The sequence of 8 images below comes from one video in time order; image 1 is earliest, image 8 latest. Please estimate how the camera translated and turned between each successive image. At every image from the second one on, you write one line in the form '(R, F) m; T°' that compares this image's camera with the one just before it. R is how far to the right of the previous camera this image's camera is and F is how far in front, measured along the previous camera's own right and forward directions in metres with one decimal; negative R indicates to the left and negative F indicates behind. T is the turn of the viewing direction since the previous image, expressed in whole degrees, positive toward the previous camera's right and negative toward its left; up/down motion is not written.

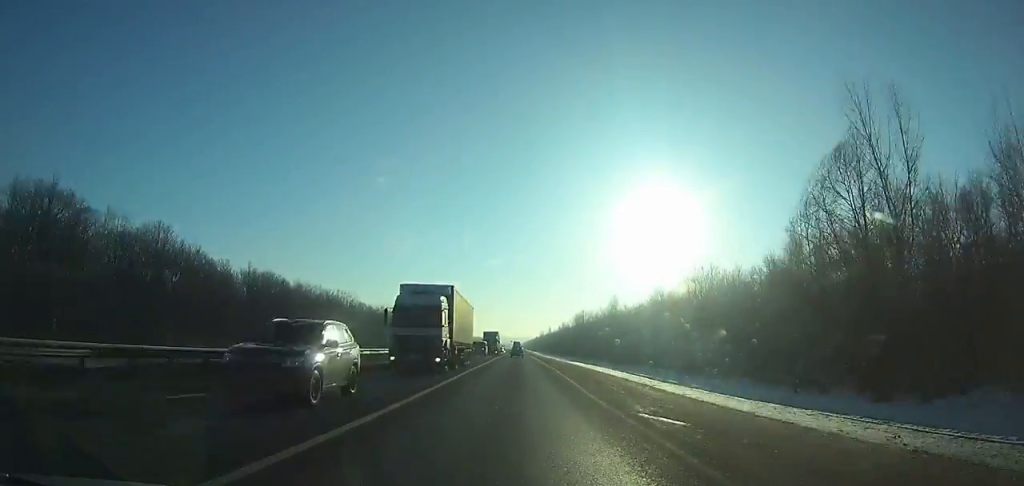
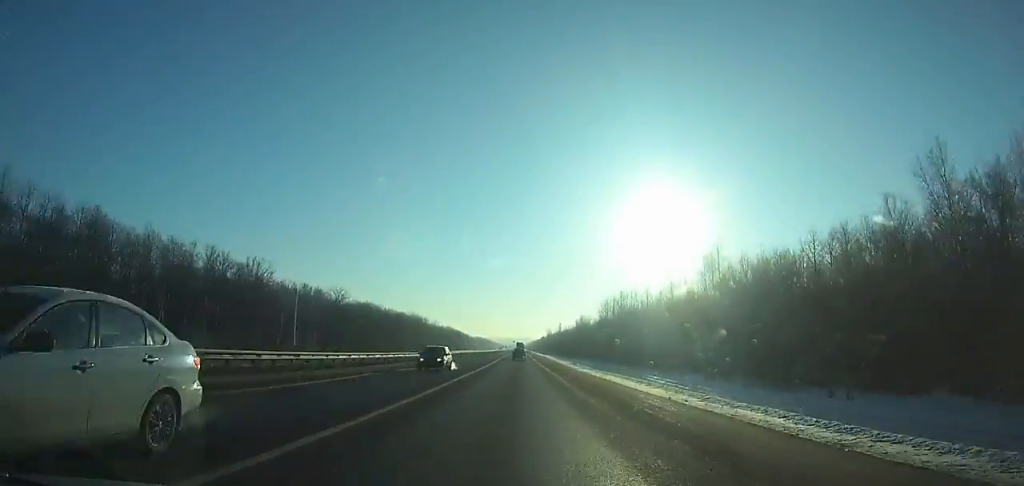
(0.0, +70.5) m; 0°
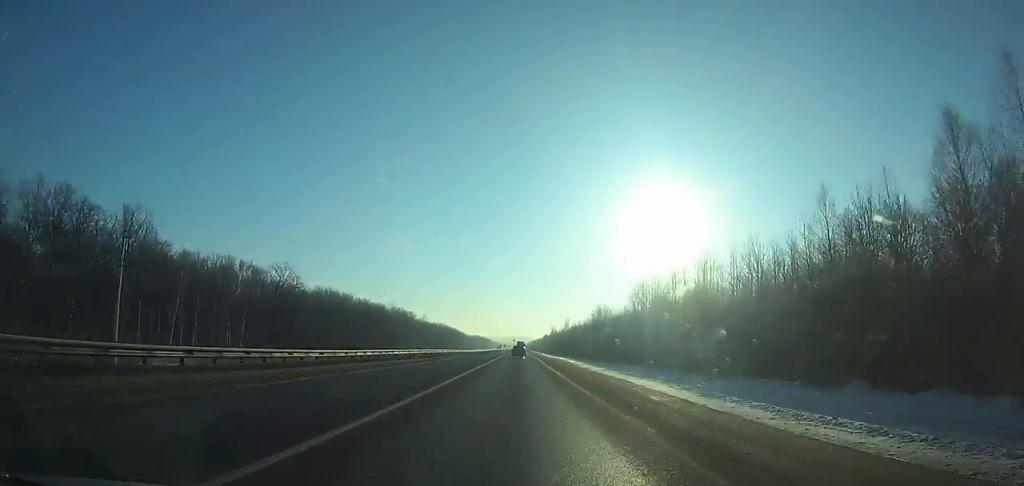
(0.0, +44.6) m; 0°
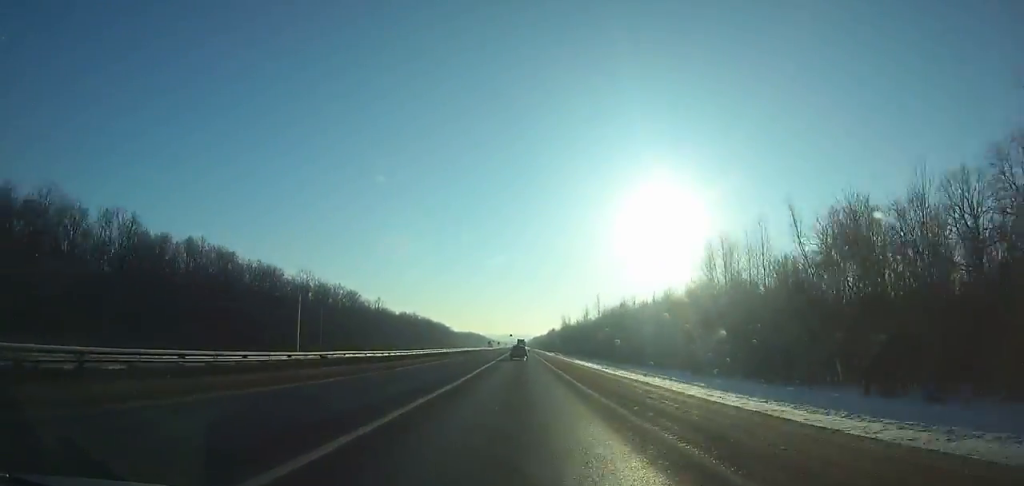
(+0.1, +99.7) m; 0°
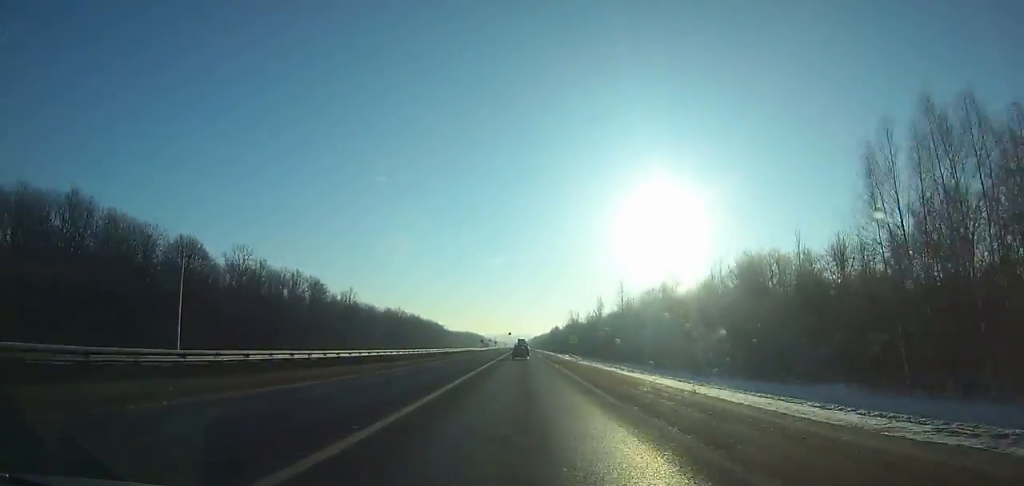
(0.0, +36.4) m; 0°
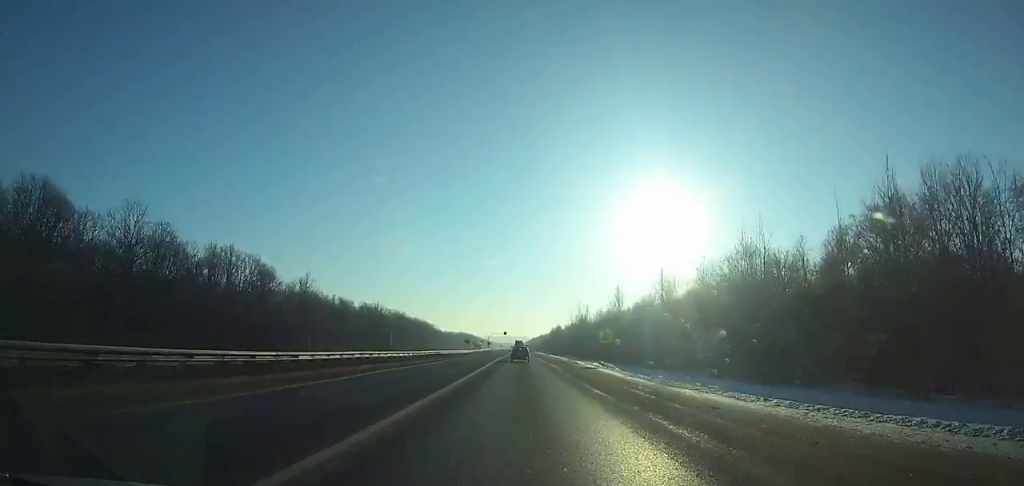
(+0.1, +36.2) m; 0°
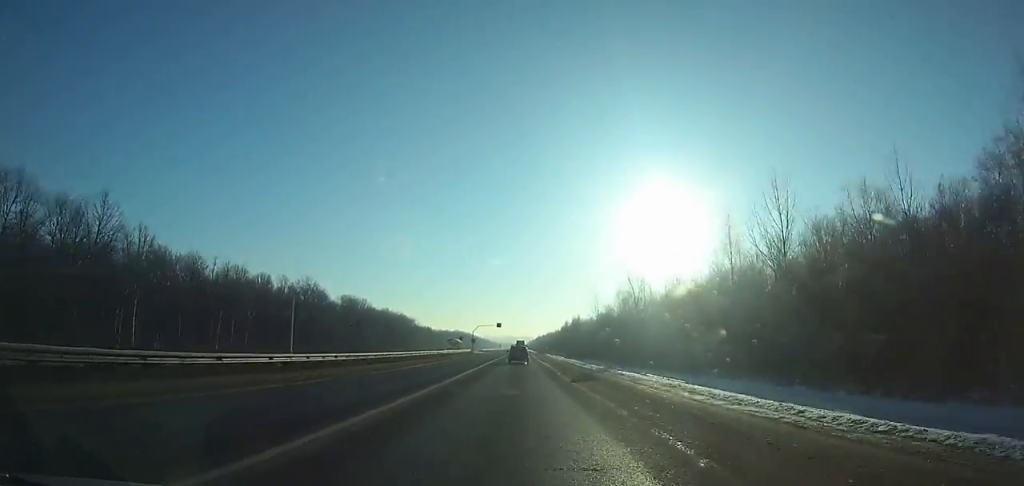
(-0.2, +77.9) m; 0°
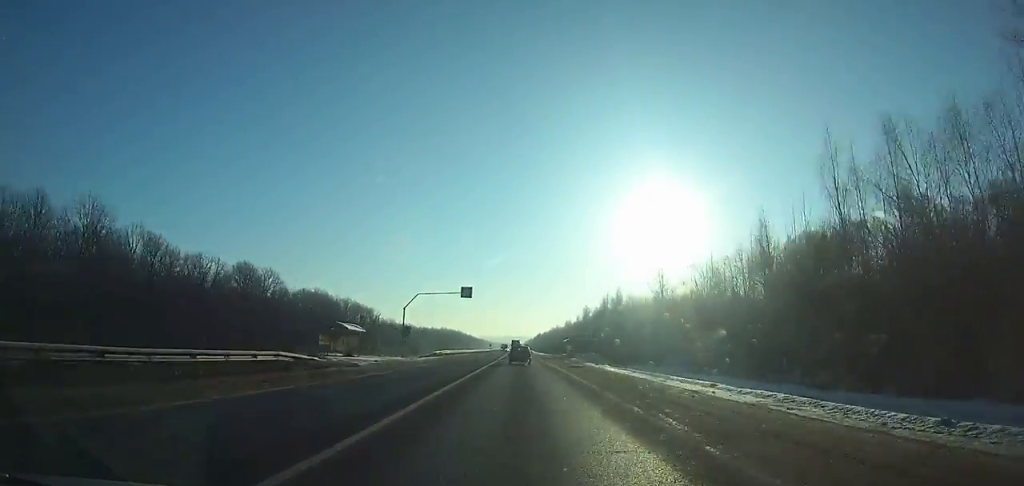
(-0.3, +82.0) m; 0°
